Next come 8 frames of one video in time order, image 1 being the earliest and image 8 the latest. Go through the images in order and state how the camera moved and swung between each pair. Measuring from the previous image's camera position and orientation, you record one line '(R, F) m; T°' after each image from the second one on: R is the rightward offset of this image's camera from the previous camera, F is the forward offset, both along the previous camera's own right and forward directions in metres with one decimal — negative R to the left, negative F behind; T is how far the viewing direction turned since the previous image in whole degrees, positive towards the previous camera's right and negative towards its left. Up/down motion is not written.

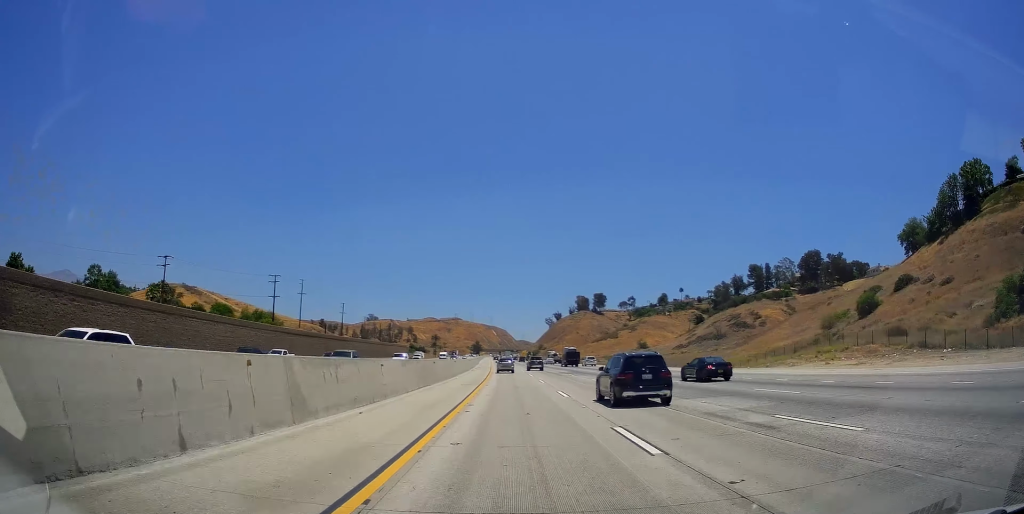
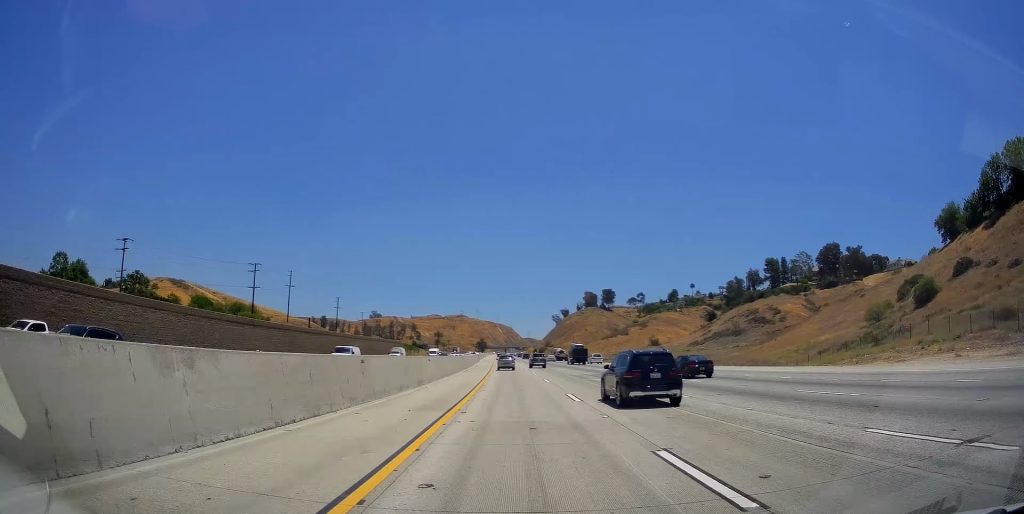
(-0.1, +17.2) m; -1°
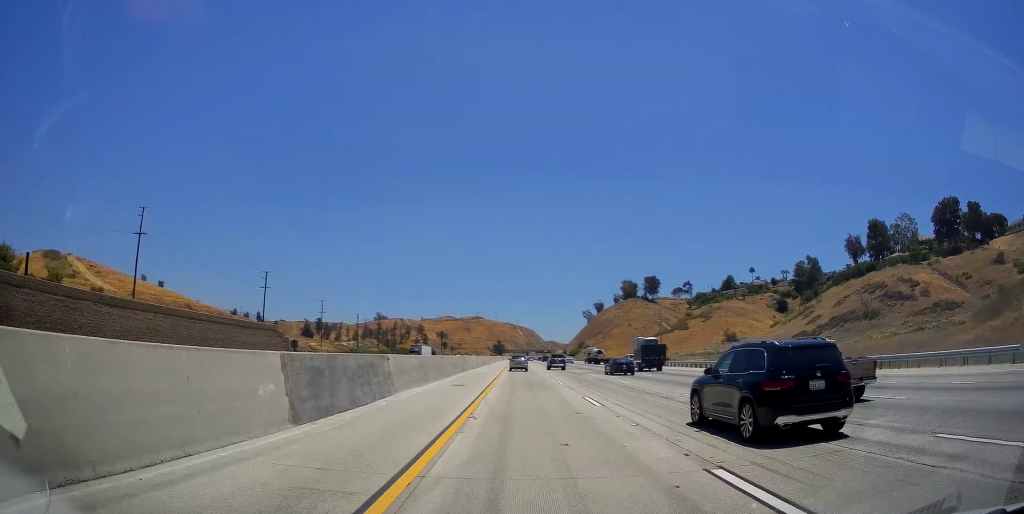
(-2.3, +101.3) m; -2°
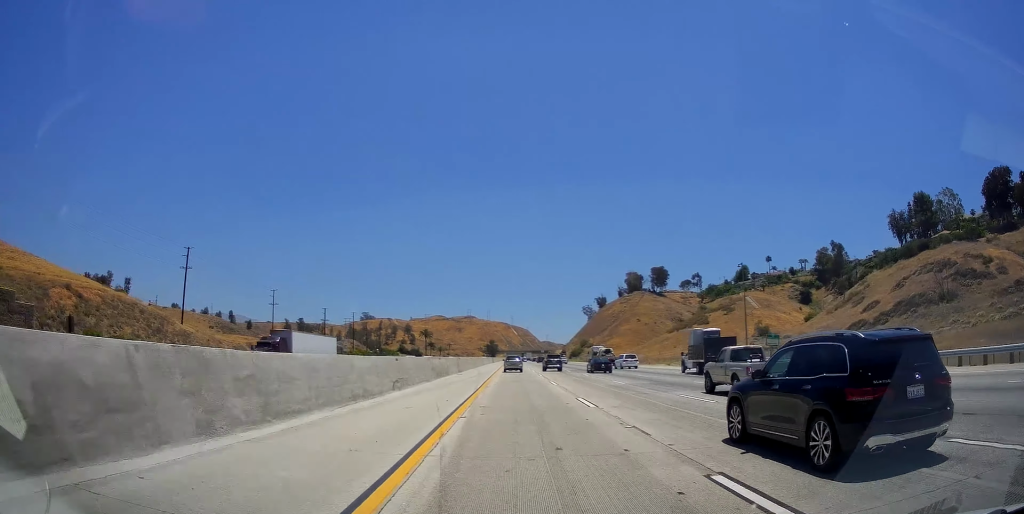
(-0.2, +45.7) m; -1°
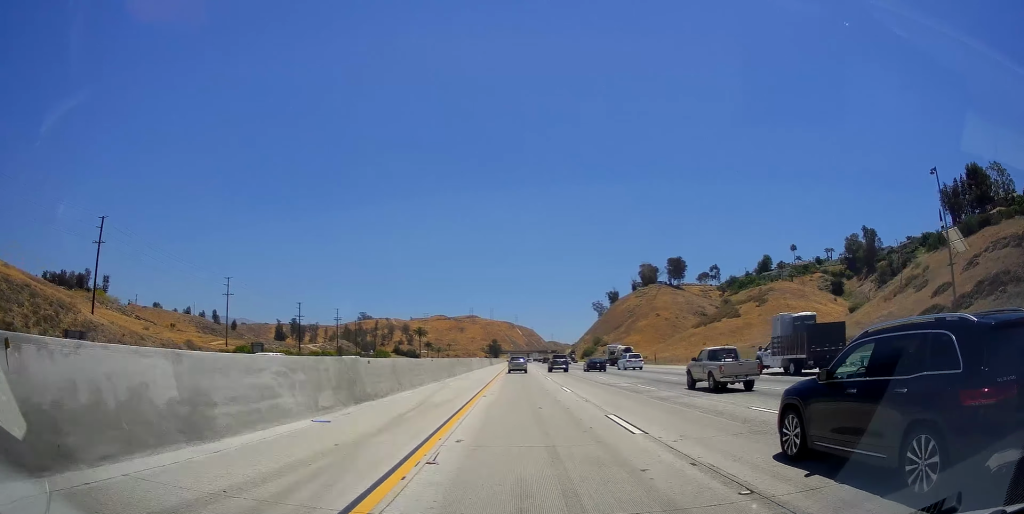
(-0.2, +34.0) m; 0°
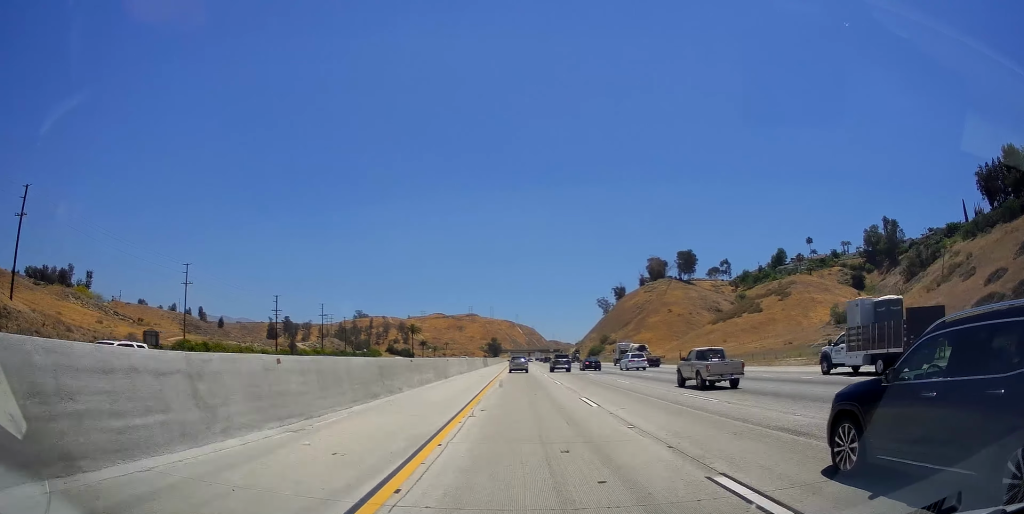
(0.0, +22.2) m; 0°
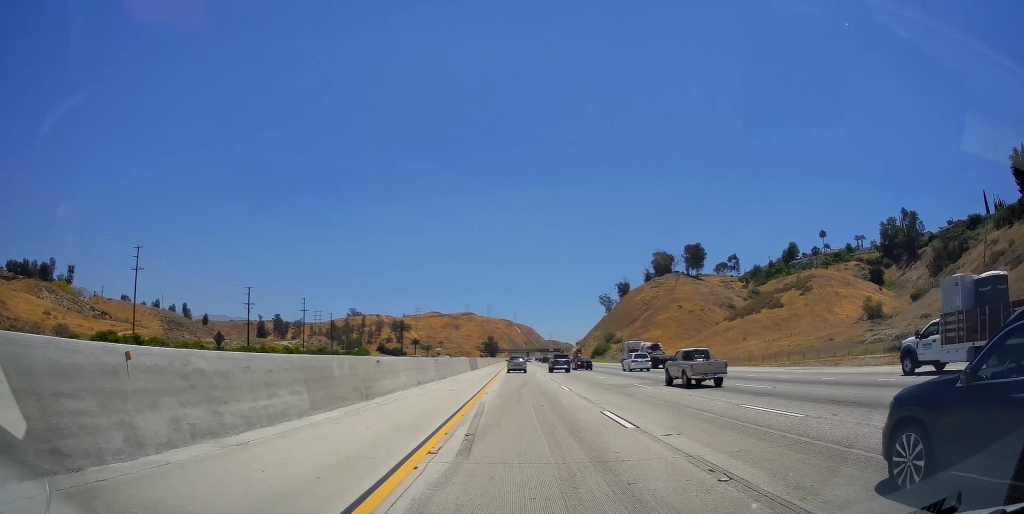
(0.0, +19.7) m; 0°
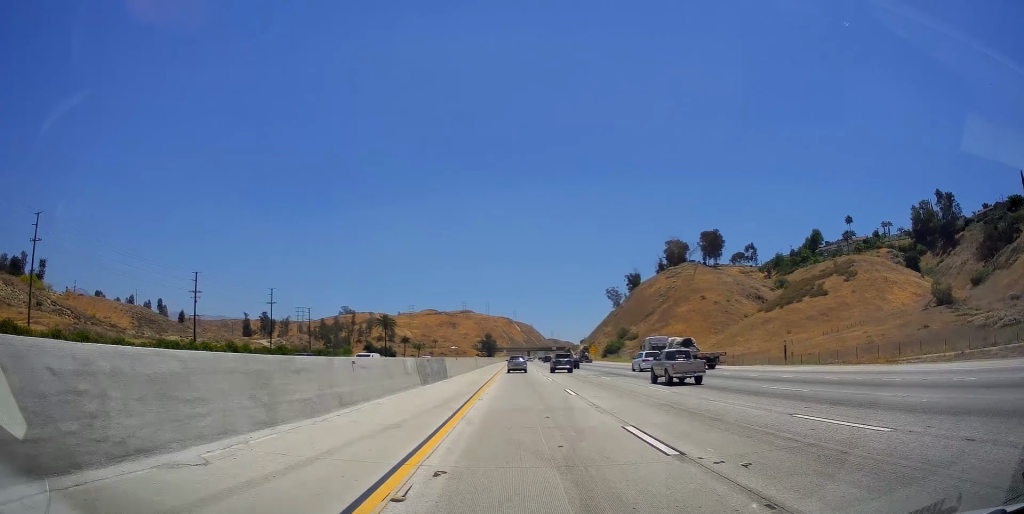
(+0.4, +31.8) m; 0°
